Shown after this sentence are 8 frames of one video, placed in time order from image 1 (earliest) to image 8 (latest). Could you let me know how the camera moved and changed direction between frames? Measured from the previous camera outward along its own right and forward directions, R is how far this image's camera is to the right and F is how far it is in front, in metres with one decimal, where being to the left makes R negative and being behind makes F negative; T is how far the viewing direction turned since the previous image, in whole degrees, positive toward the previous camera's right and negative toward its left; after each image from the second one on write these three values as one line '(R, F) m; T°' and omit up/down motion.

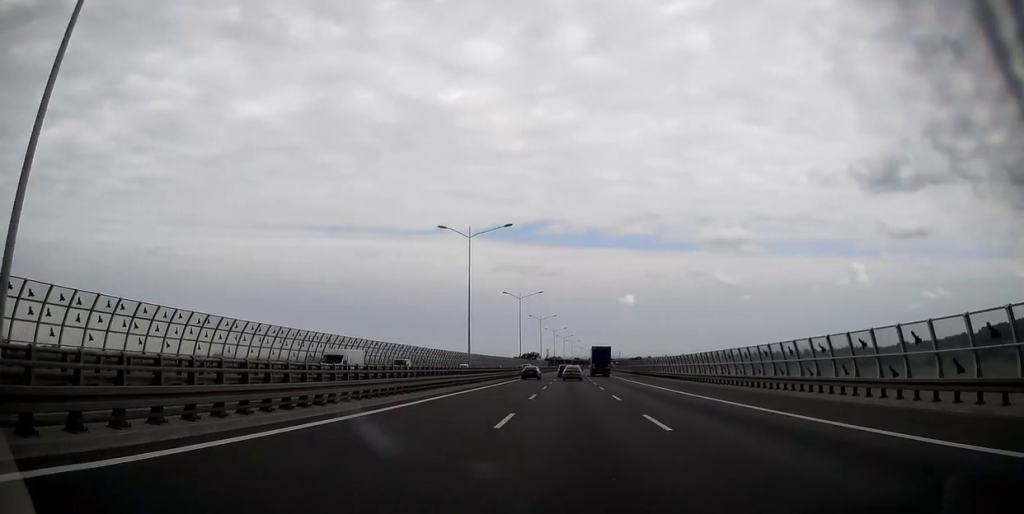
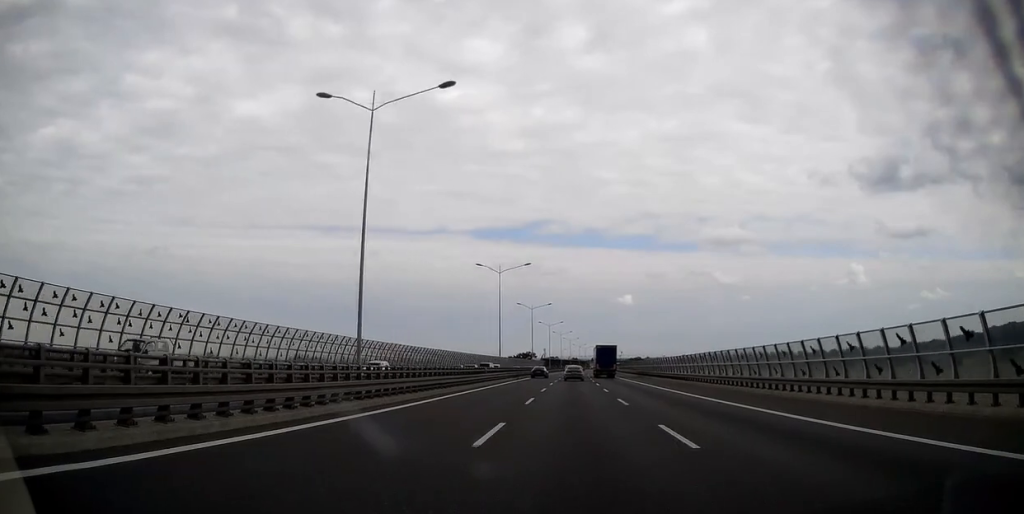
(+0.2, +26.8) m; +1°
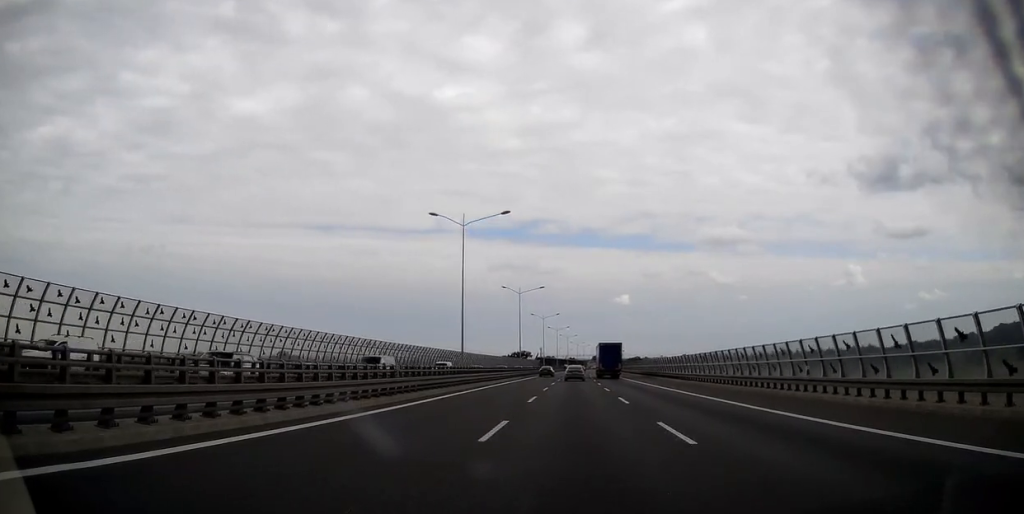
(+0.1, +23.6) m; 0°
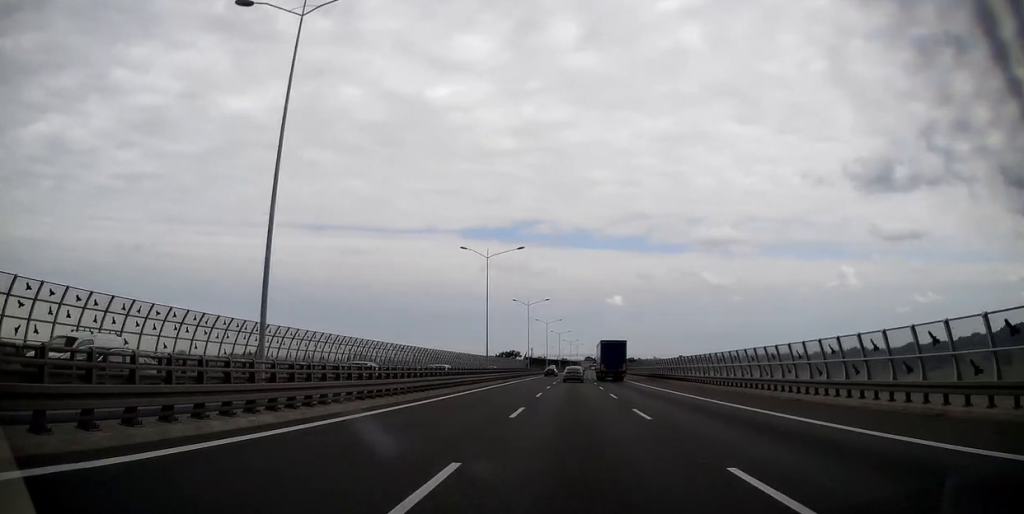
(-0.2, +30.5) m; 0°
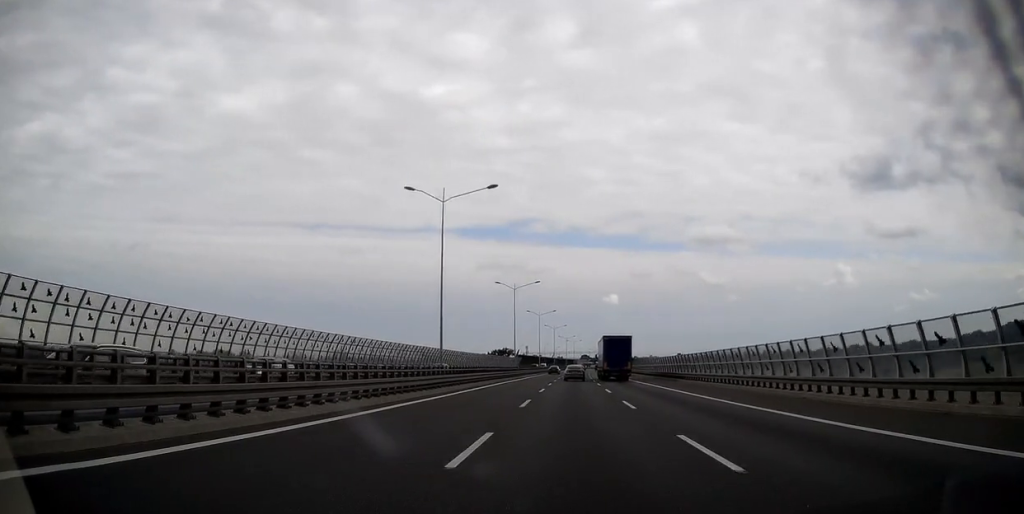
(+0.3, +20.4) m; 0°
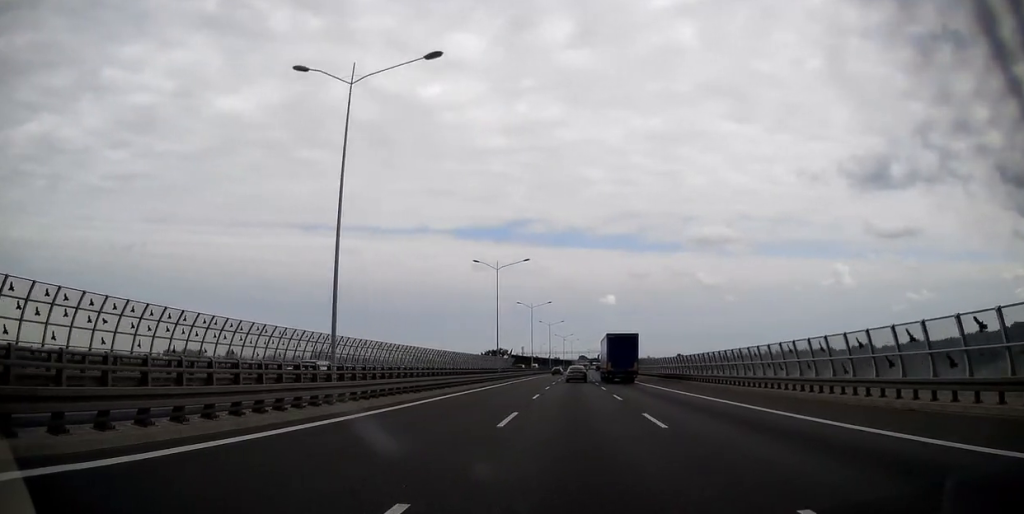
(+0.1, +18.2) m; 0°
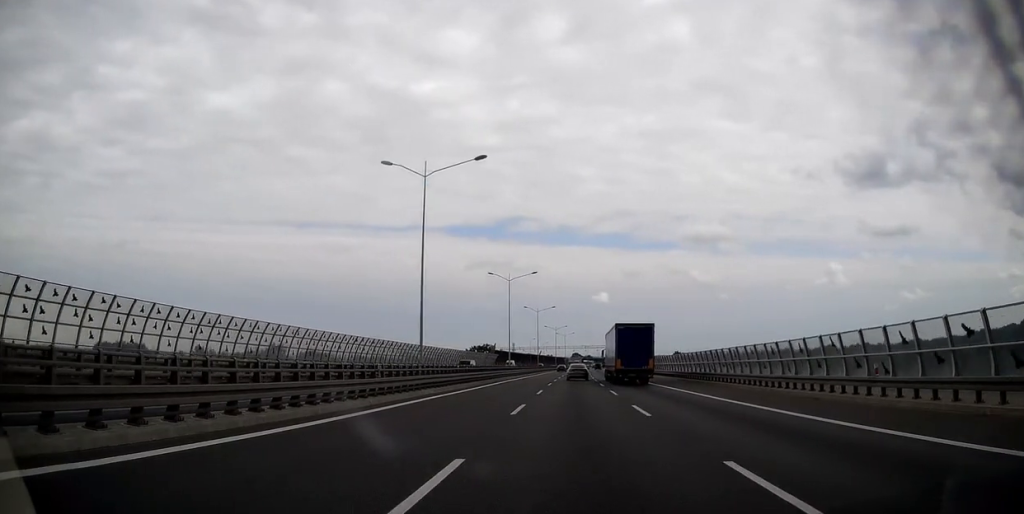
(-0.2, +33.2) m; 0°
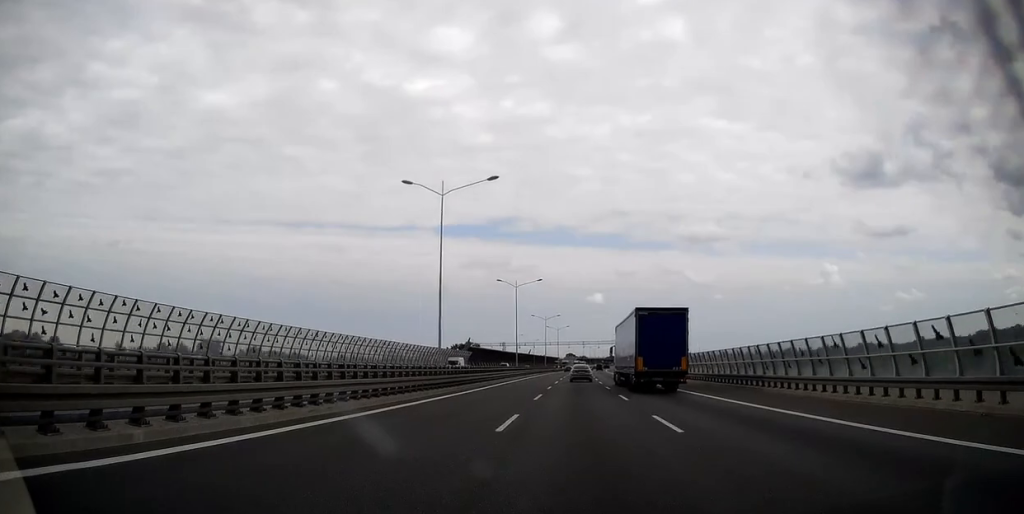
(+0.5, +40.1) m; +1°
